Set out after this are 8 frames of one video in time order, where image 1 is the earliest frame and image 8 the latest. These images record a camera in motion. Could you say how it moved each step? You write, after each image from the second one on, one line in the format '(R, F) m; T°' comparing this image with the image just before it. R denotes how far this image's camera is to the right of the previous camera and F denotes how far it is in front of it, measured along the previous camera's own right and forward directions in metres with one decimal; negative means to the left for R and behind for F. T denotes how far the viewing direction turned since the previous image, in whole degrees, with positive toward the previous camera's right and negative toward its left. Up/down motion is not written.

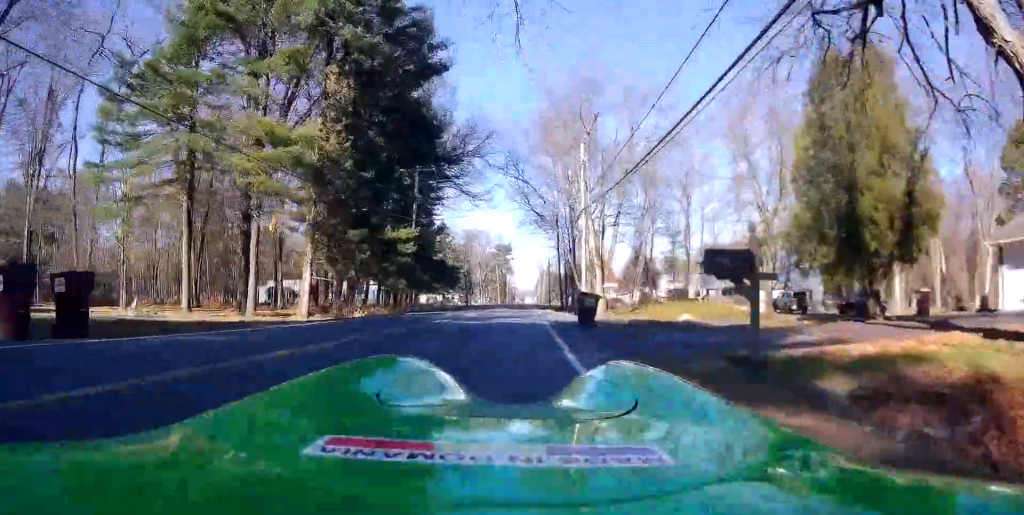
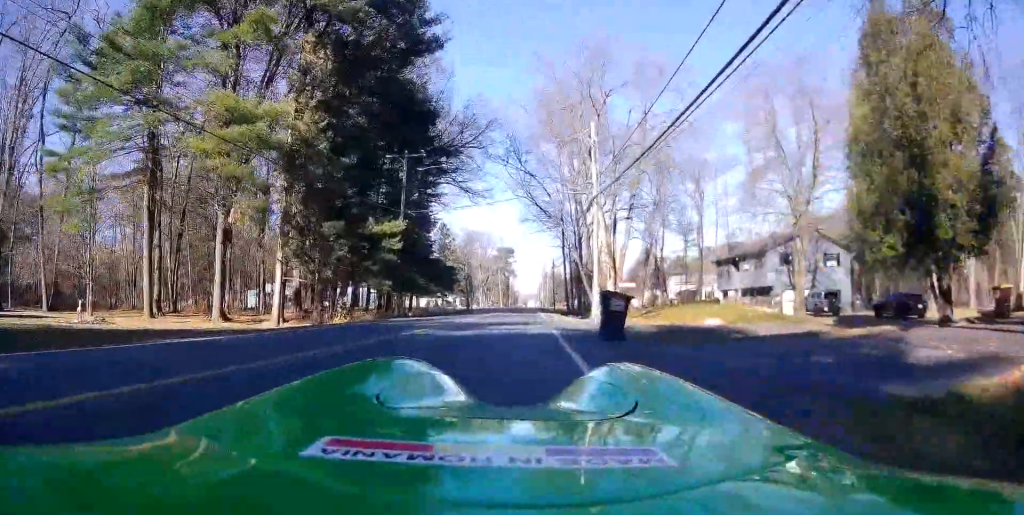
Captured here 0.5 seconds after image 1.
(0.0, +4.3) m; 0°
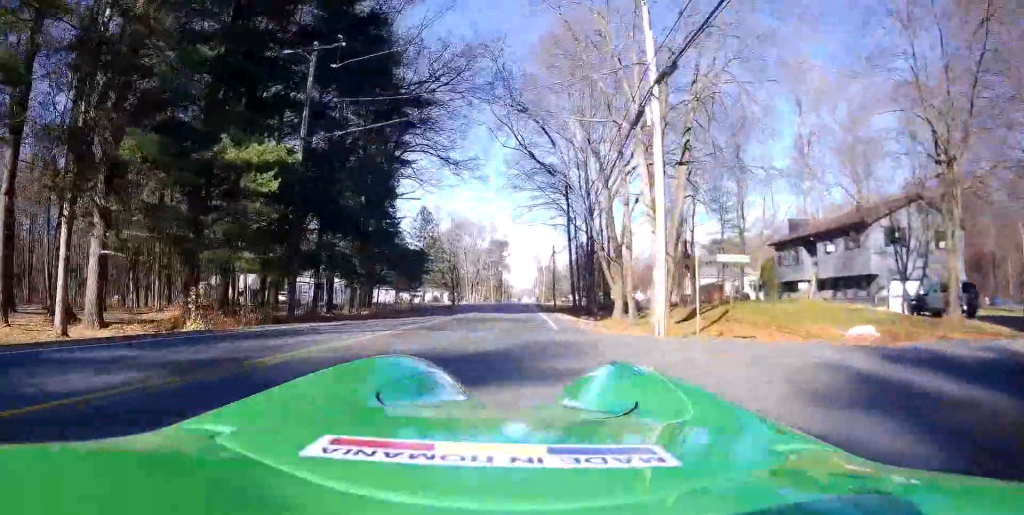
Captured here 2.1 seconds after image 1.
(-0.2, +15.2) m; +1°
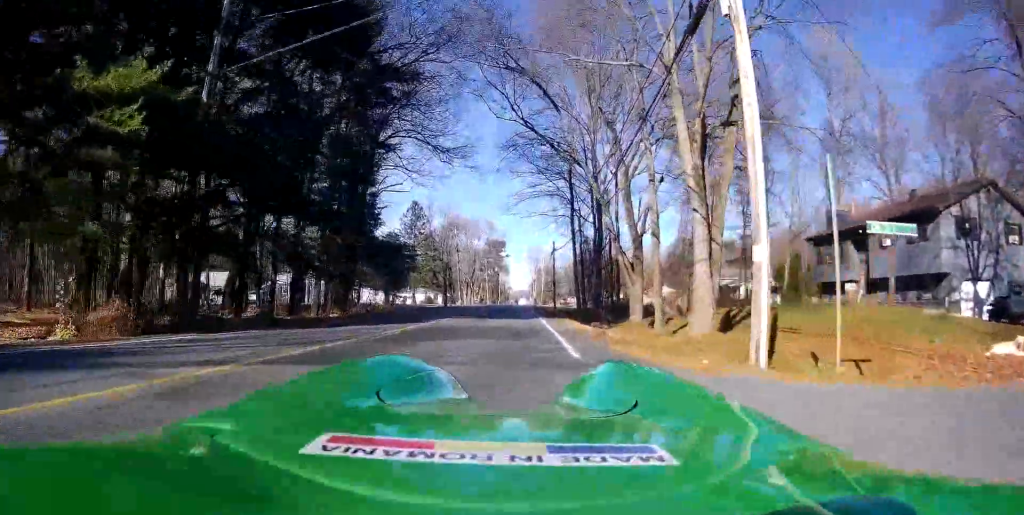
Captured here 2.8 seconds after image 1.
(+0.1, +6.5) m; +1°
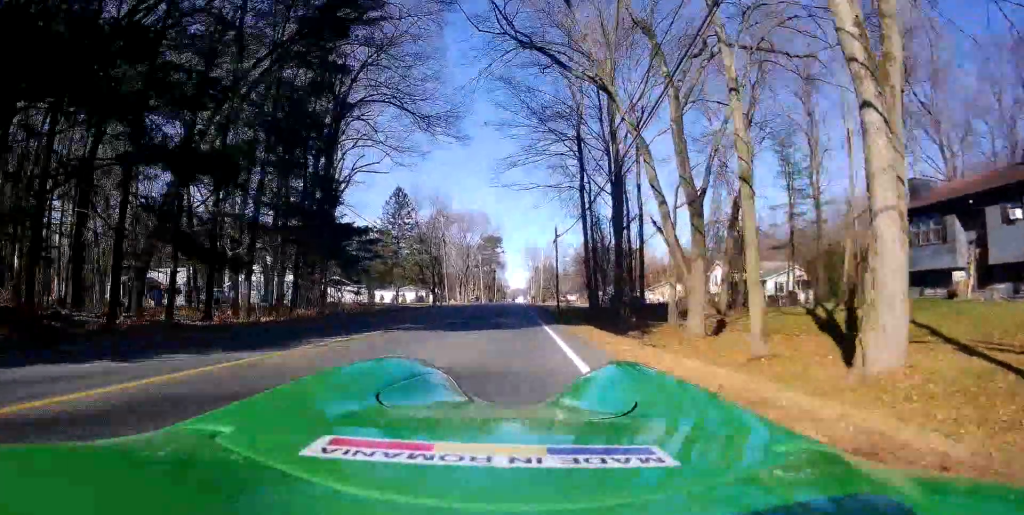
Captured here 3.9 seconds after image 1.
(+0.2, +9.7) m; +1°
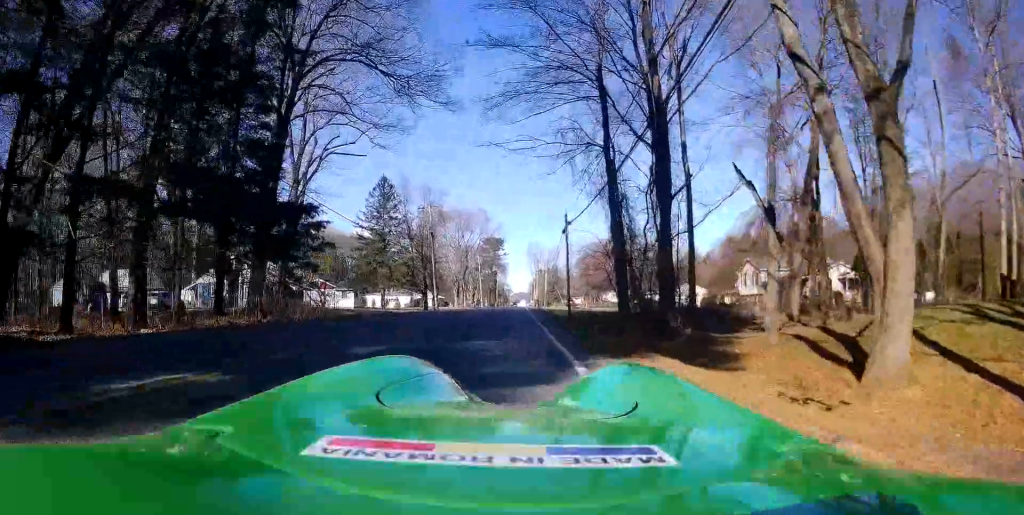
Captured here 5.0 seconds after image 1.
(-0.1, +10.2) m; 0°
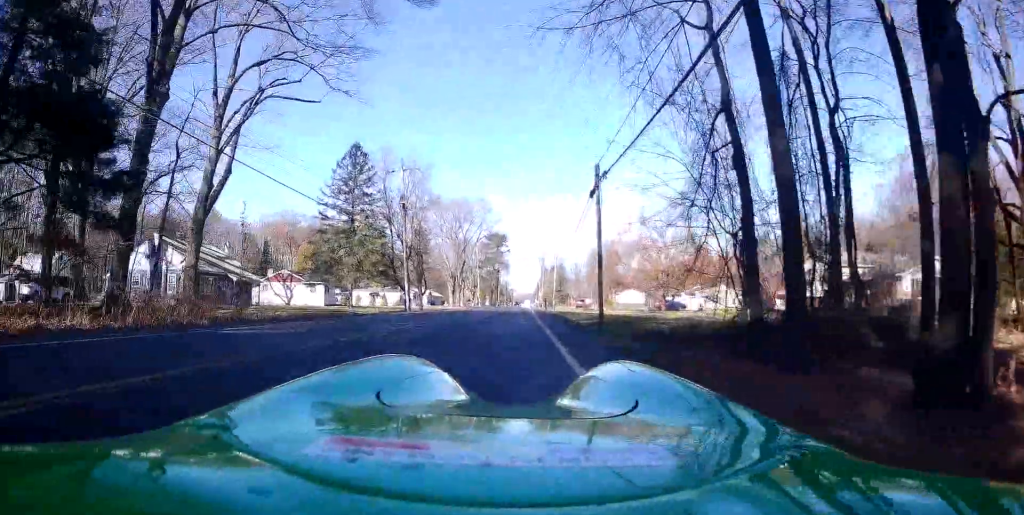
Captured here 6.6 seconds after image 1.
(-0.4, +15.5) m; -5°
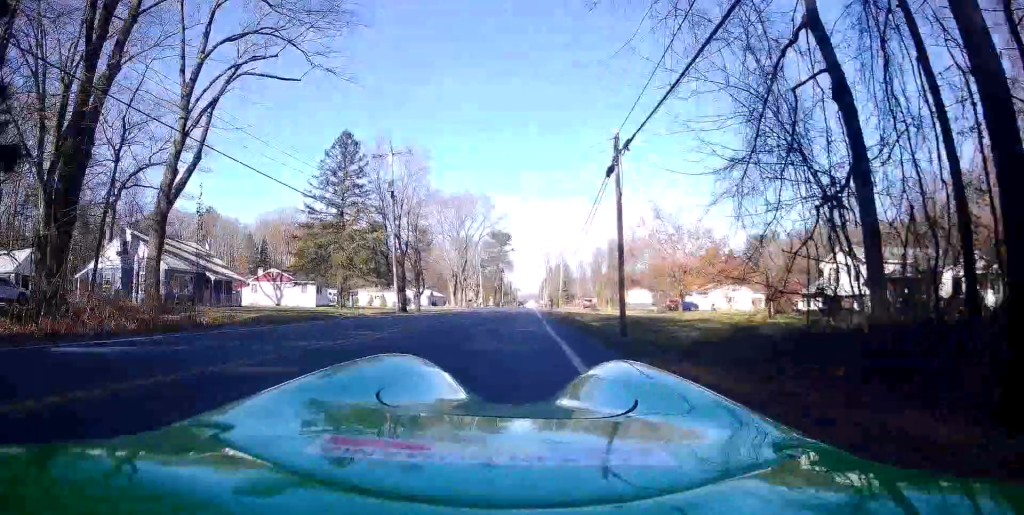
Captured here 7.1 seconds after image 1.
(-0.2, +4.3) m; +1°
